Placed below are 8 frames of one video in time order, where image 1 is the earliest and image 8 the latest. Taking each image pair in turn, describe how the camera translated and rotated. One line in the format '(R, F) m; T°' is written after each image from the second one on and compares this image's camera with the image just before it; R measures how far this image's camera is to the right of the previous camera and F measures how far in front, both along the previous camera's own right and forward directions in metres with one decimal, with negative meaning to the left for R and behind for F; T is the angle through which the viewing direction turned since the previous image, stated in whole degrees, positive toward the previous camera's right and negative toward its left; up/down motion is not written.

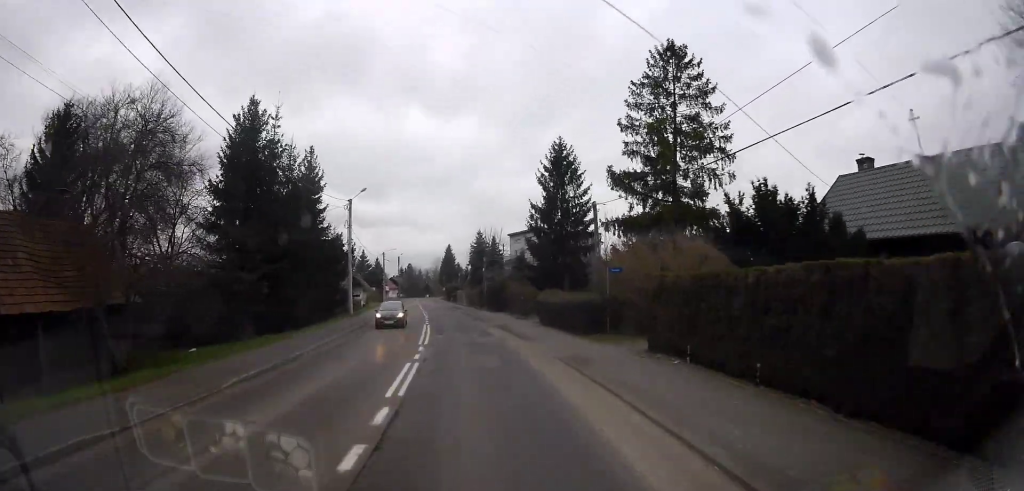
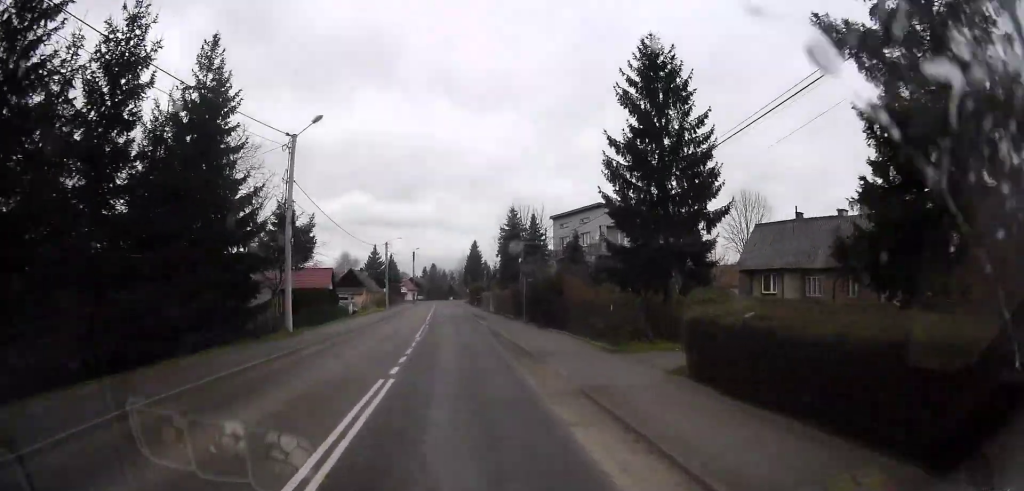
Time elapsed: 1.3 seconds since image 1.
(-0.3, +18.5) m; -1°
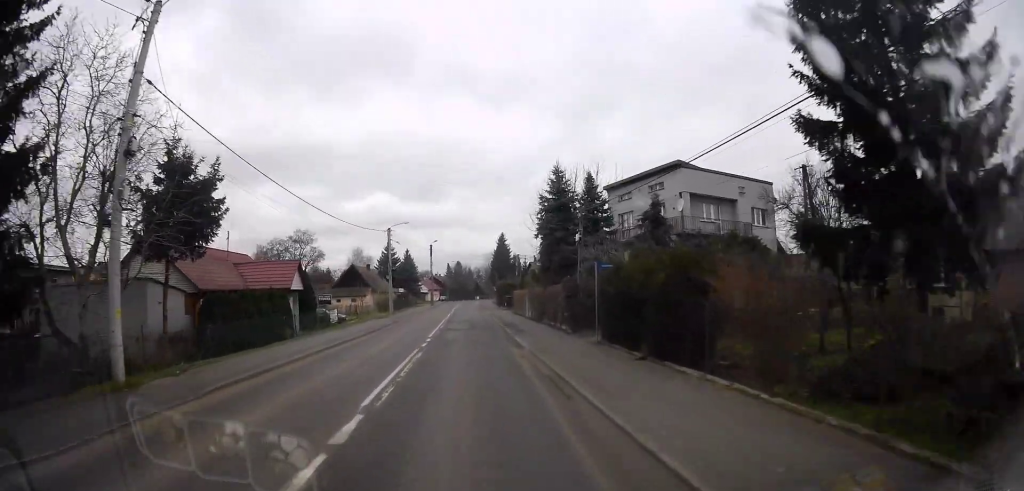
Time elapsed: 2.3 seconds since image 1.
(0.0, +13.9) m; 0°
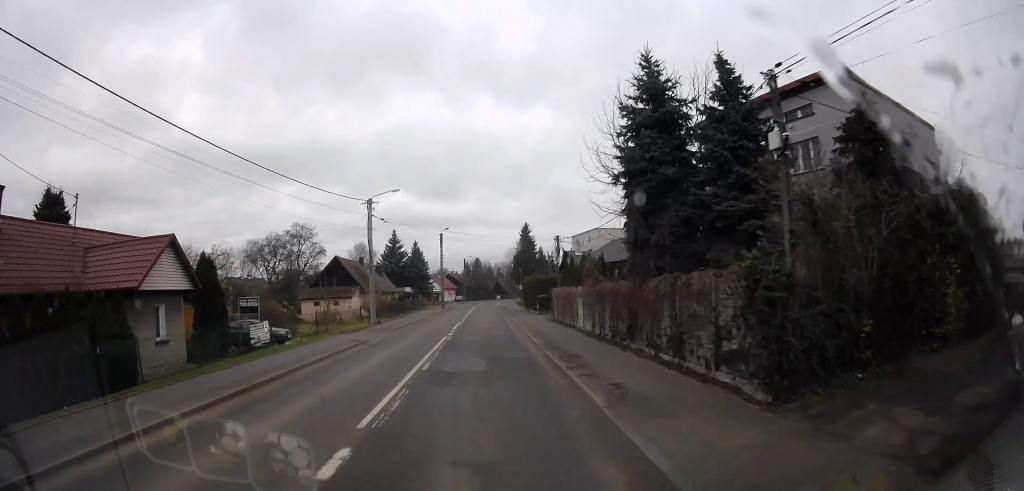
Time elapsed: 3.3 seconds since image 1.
(-0.1, +14.9) m; -1°
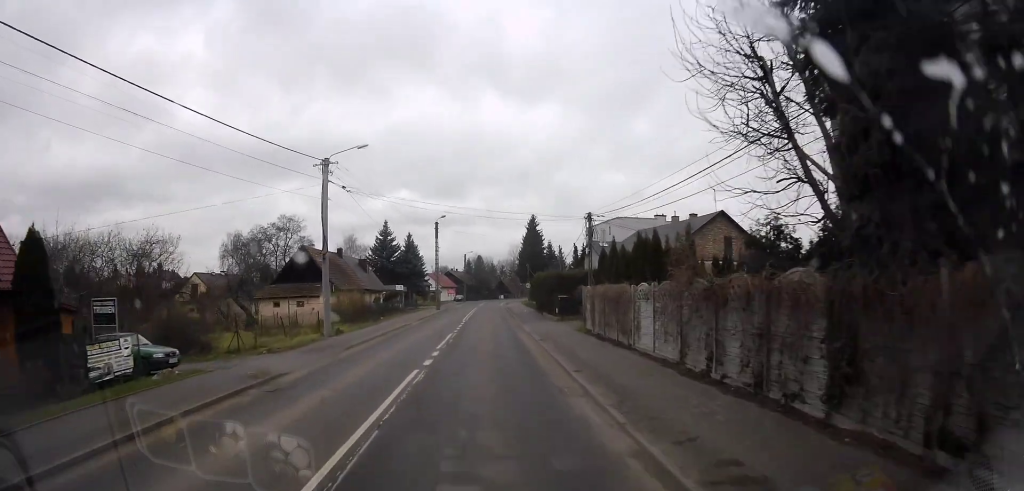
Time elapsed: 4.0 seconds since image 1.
(-0.1, +10.1) m; -1°
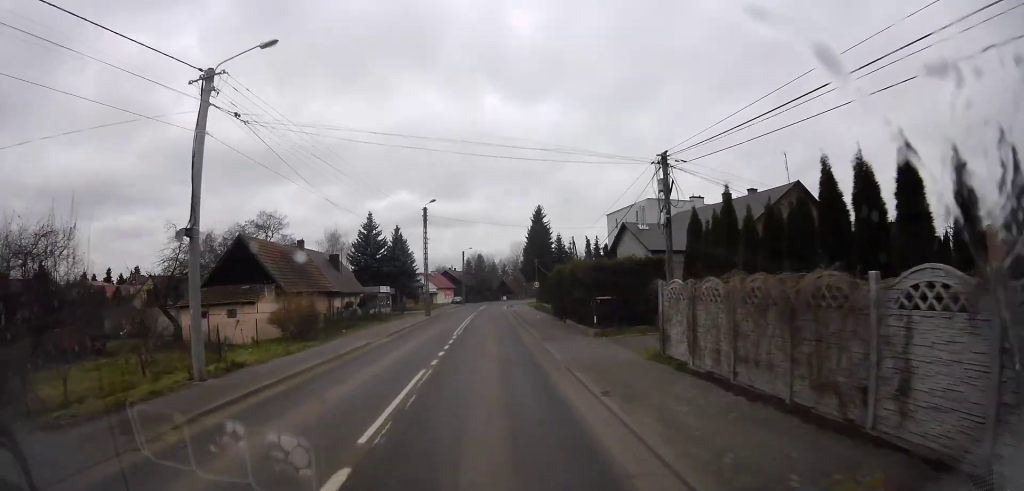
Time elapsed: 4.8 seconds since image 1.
(0.0, +11.1) m; -2°
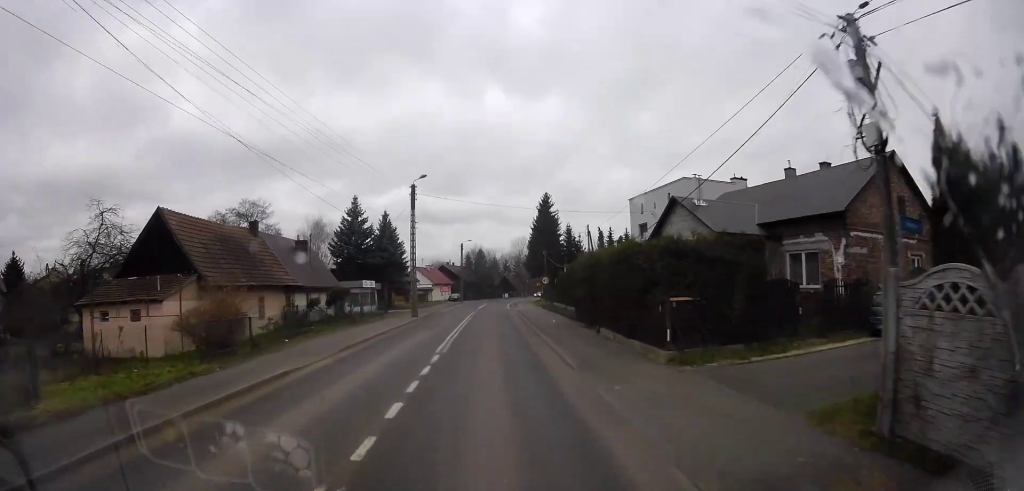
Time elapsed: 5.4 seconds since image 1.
(-0.4, +8.7) m; -1°
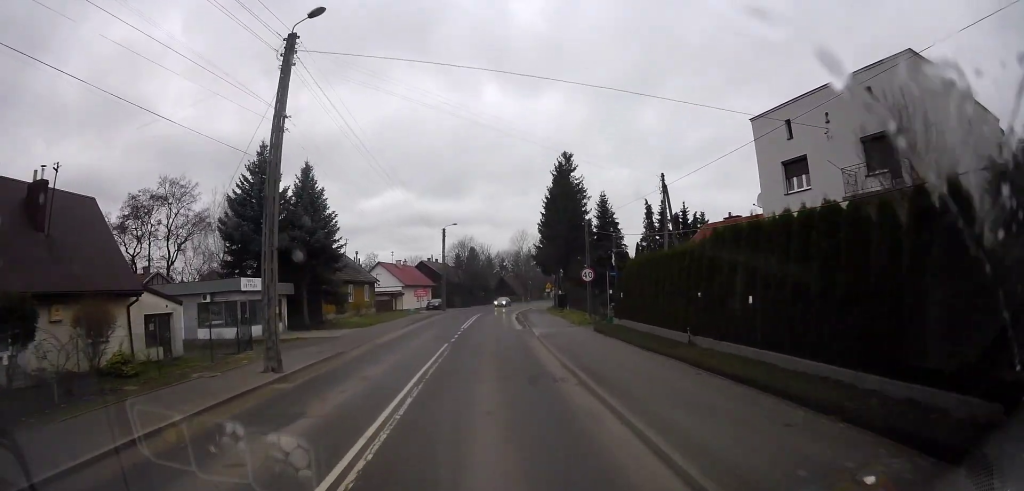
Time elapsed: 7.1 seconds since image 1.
(+0.2, +25.2) m; +1°
